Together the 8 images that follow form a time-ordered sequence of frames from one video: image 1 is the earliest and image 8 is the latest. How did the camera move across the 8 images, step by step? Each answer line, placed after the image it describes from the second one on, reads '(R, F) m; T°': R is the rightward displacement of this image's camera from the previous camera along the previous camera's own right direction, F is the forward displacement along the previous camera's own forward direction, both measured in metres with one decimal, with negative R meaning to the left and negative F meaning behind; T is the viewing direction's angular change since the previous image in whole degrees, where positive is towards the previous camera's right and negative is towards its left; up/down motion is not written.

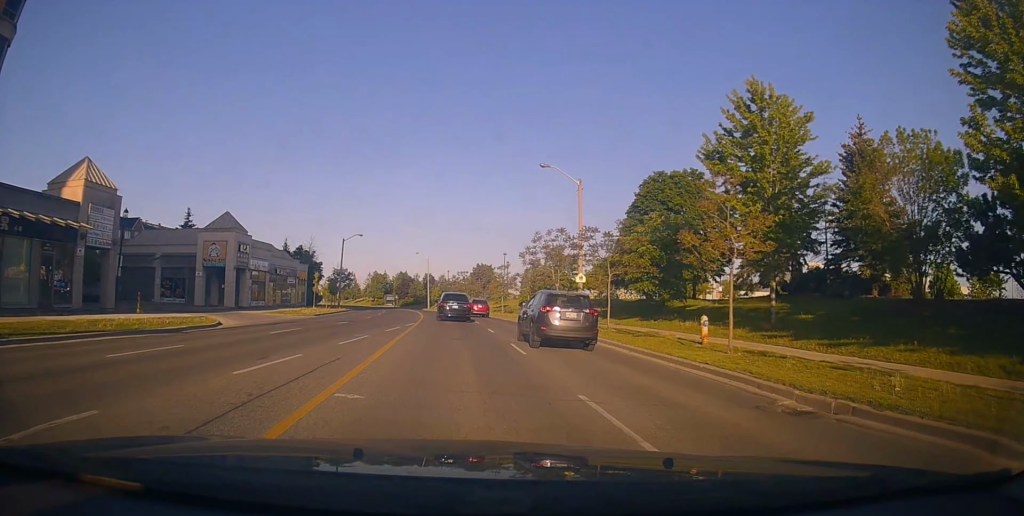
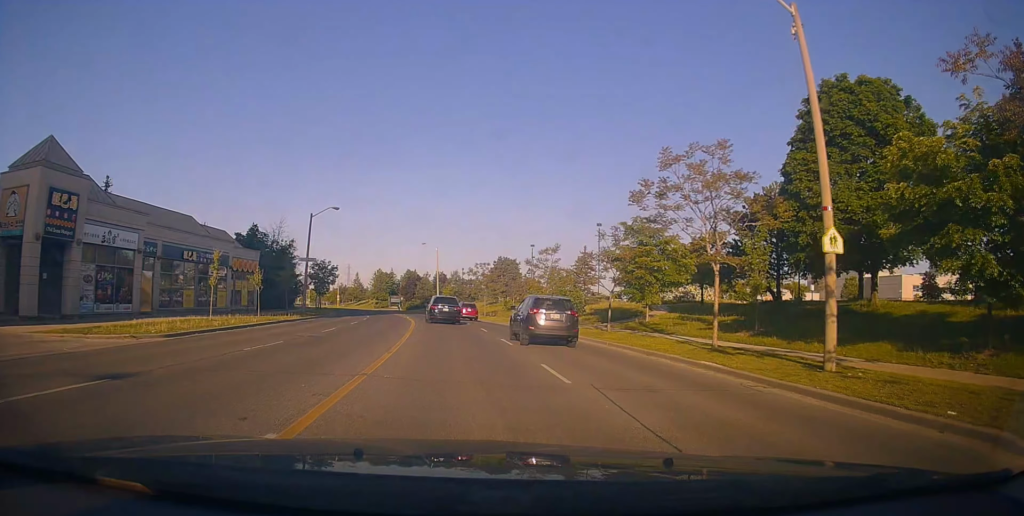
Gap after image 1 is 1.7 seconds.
(-0.5, +23.6) m; -1°
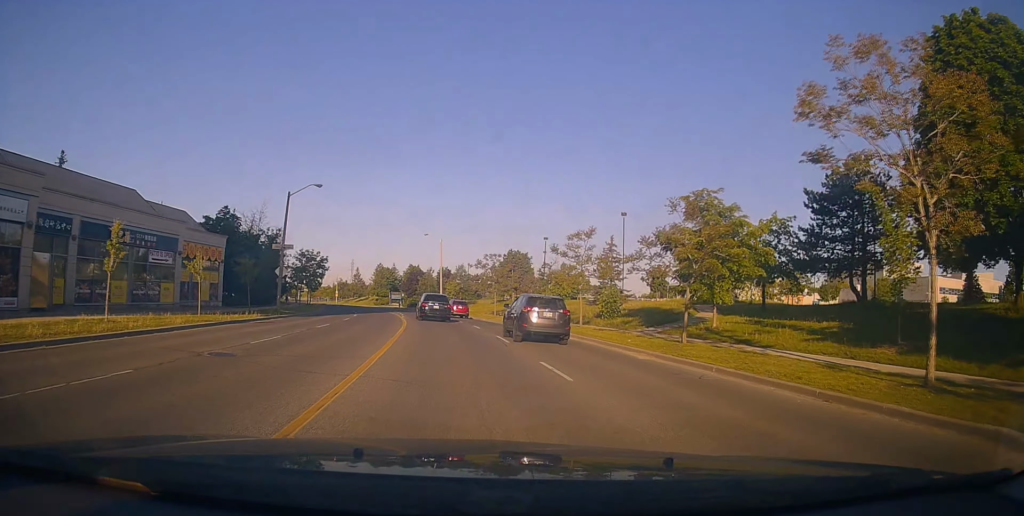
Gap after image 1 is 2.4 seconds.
(0.0, +7.8) m; -1°
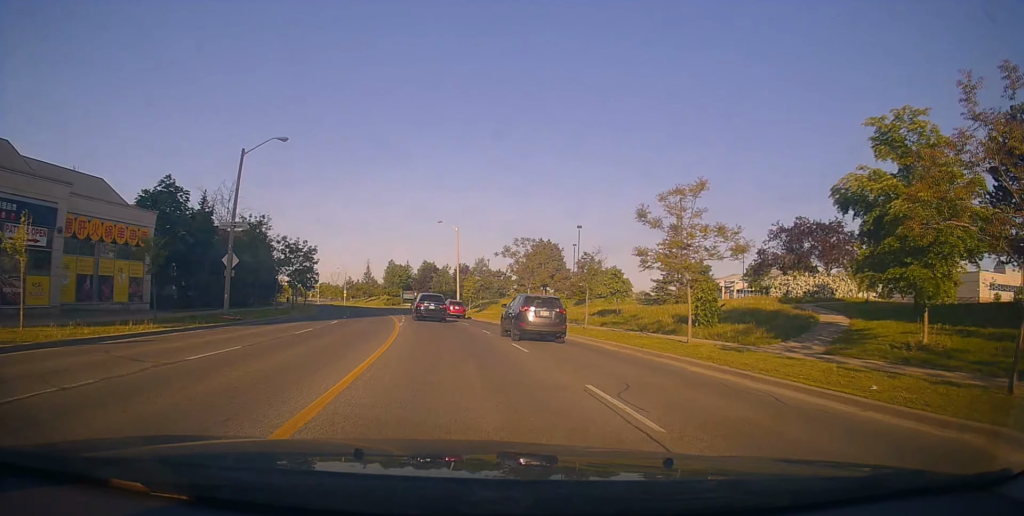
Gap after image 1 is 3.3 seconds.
(-0.1, +10.7) m; -2°
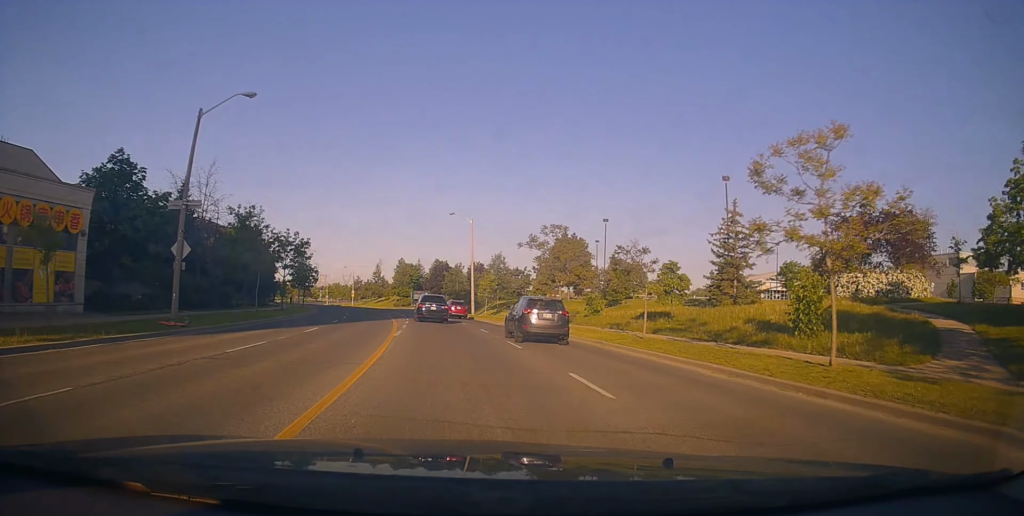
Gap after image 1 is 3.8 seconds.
(-0.1, +6.0) m; -2°
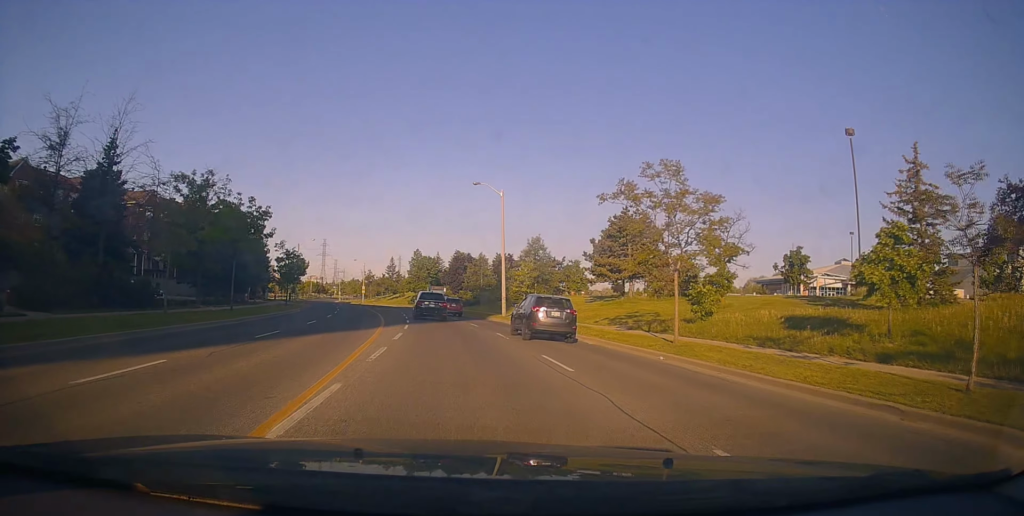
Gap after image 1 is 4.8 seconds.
(-0.4, +13.1) m; -2°
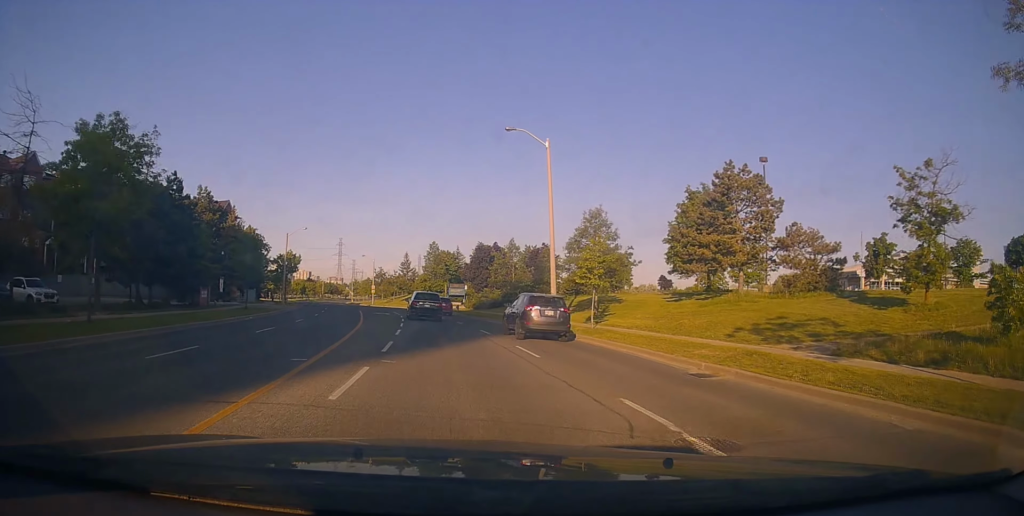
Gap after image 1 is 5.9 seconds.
(+0.1, +14.9) m; -3°
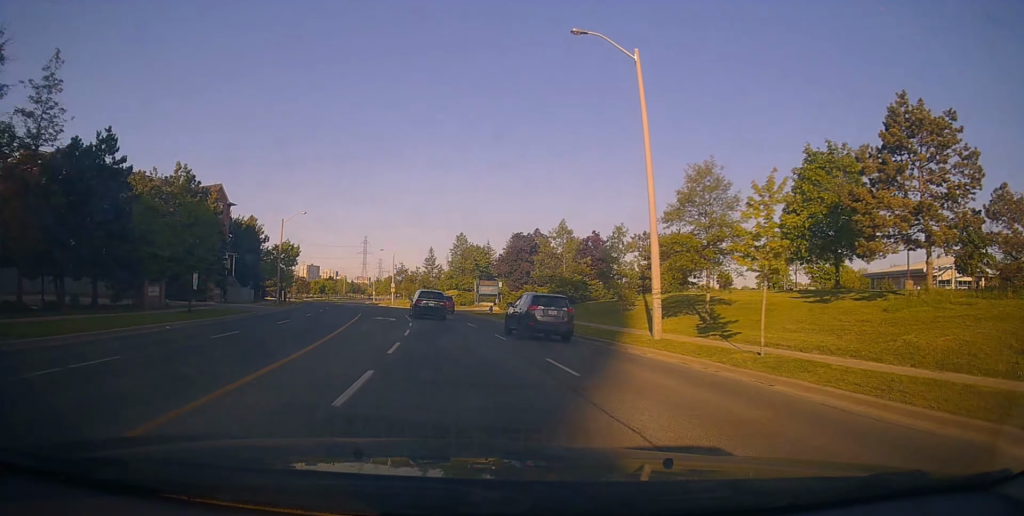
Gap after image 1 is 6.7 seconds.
(-0.7, +12.1) m; -3°
